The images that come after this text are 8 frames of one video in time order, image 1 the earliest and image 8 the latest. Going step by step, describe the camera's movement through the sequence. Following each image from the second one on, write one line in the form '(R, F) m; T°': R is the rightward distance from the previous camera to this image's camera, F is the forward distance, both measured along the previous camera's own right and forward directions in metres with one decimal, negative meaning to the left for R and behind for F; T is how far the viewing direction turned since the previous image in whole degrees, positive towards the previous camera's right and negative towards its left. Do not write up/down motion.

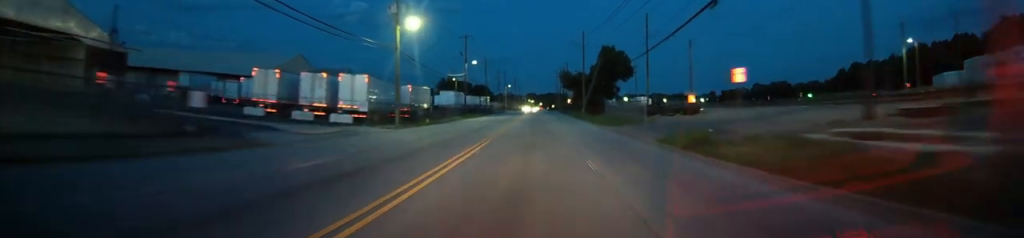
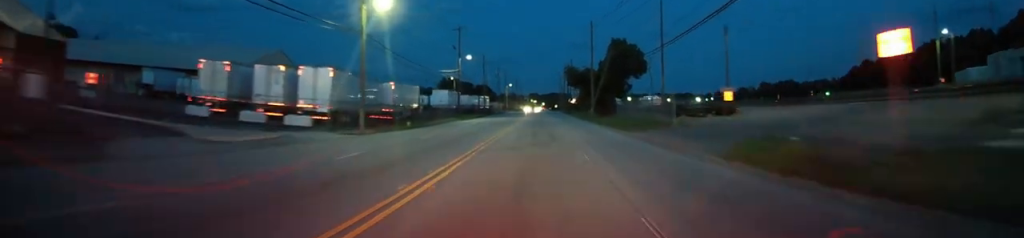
(-0.1, +9.4) m; 0°
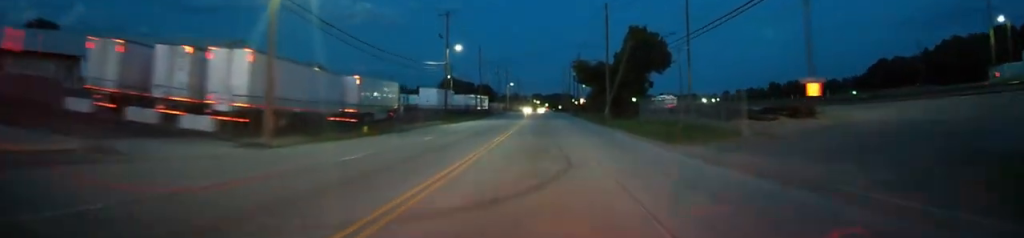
(0.0, +12.1) m; 0°
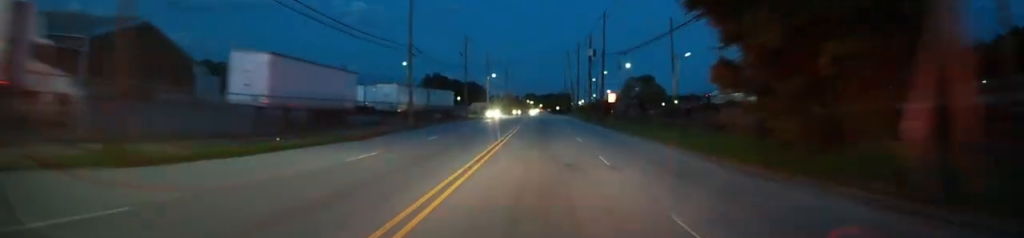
(0.0, +48.7) m; +1°
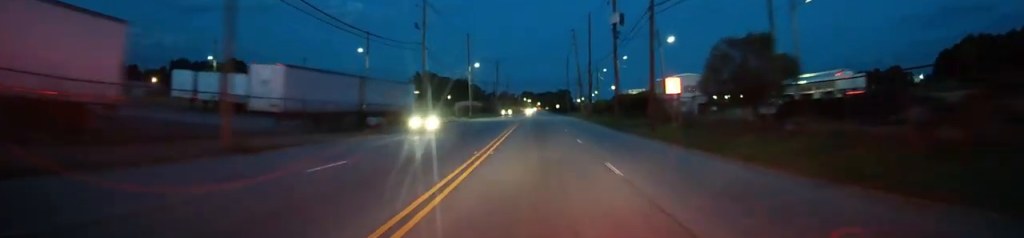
(+0.2, +27.7) m; +1°
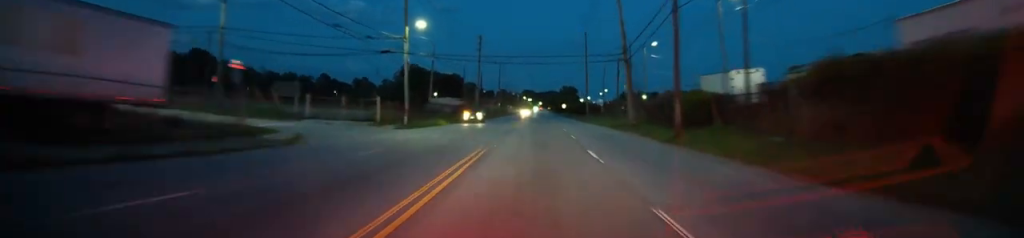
(+0.2, +43.6) m; 0°
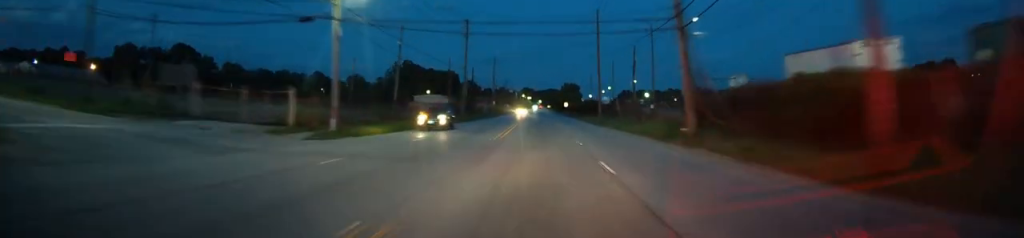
(0.0, +16.9) m; 0°
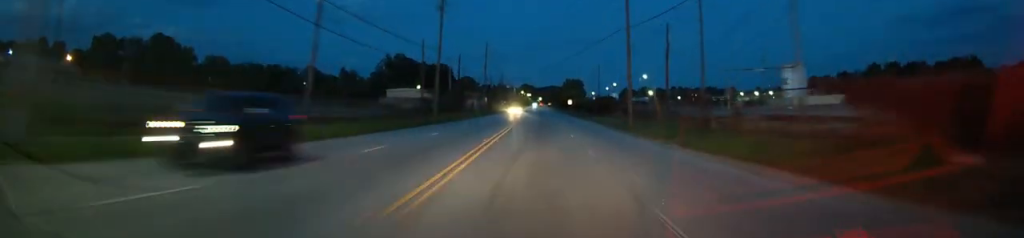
(-0.1, +20.4) m; 0°
